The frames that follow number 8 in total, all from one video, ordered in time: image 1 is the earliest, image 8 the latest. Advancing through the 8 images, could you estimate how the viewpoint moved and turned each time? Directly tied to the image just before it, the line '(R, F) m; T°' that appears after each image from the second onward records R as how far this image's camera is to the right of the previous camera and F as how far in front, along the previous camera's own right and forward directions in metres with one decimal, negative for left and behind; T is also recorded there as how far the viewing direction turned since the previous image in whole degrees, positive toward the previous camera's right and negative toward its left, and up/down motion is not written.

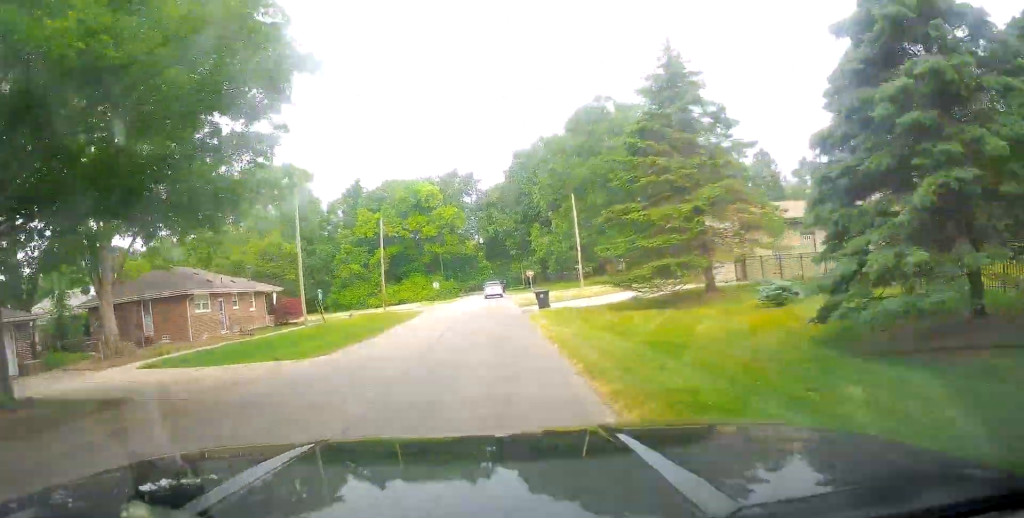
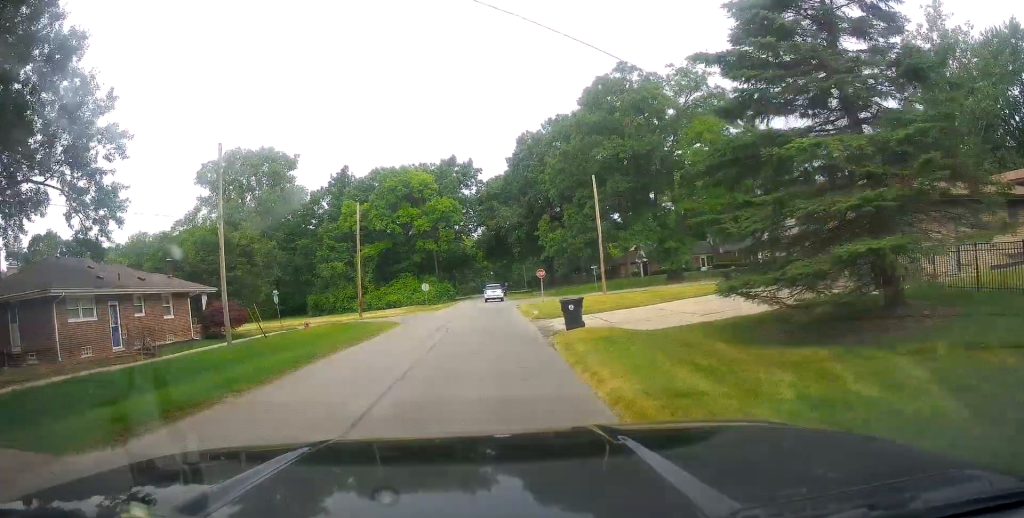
(-0.3, +11.8) m; 0°
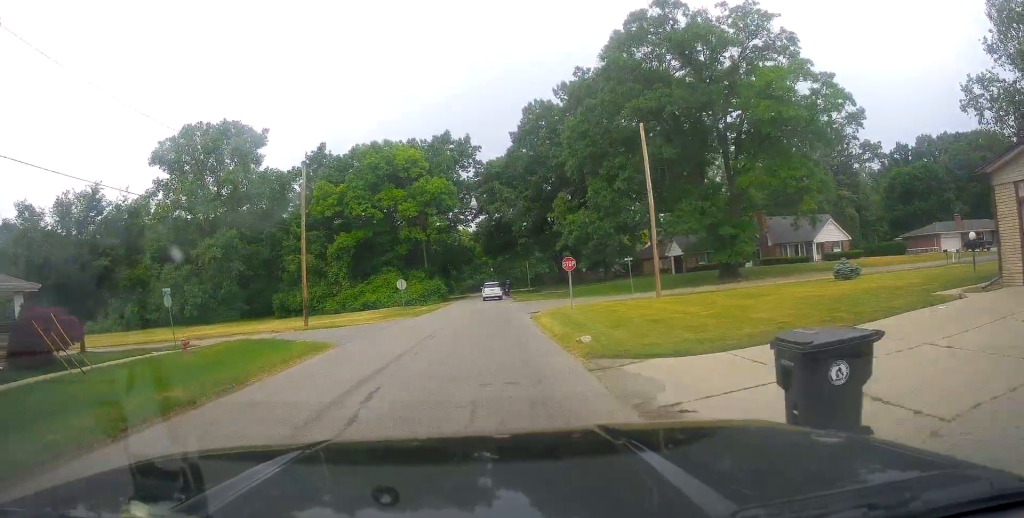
(+0.3, +16.0) m; 0°
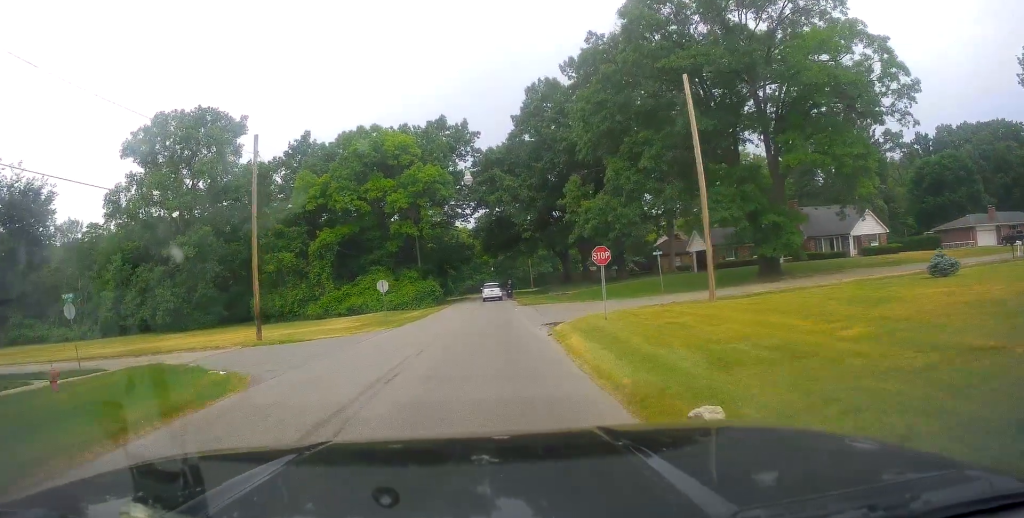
(-0.4, +8.9) m; 0°
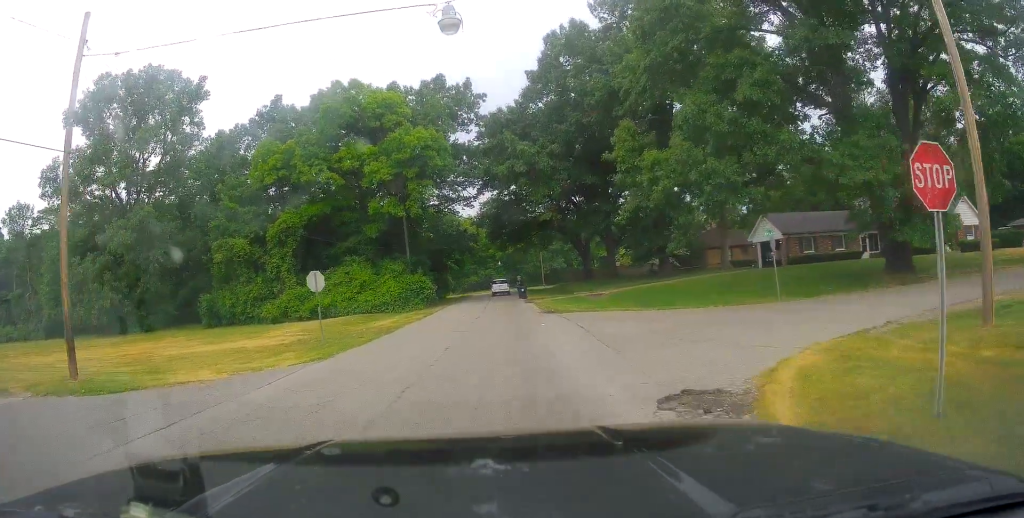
(-0.4, +18.0) m; -6°
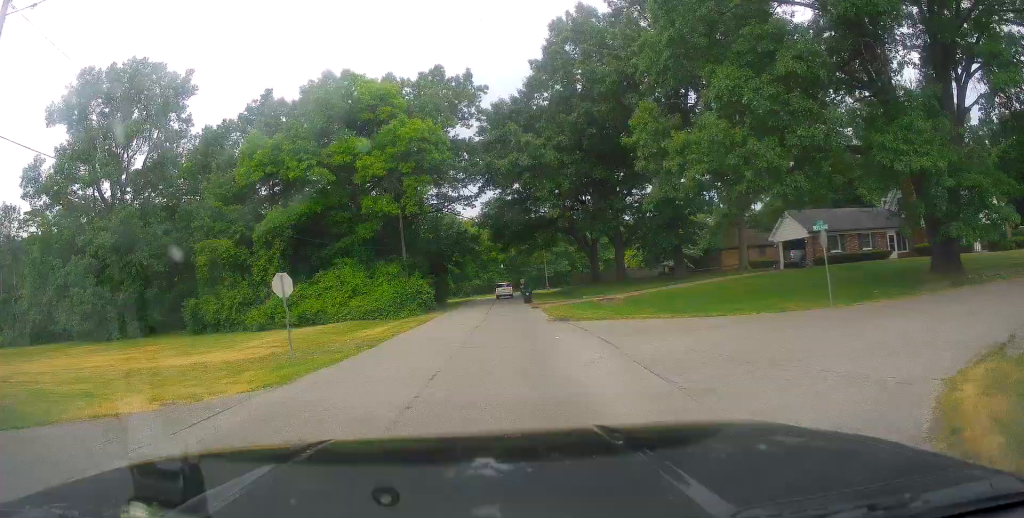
(-0.1, +4.5) m; -3°
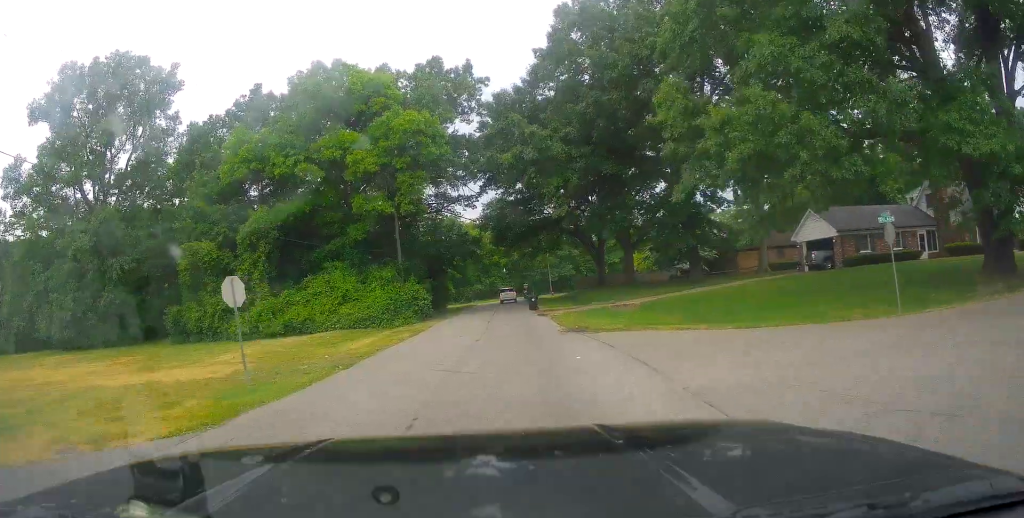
(0.0, +4.4) m; -2°
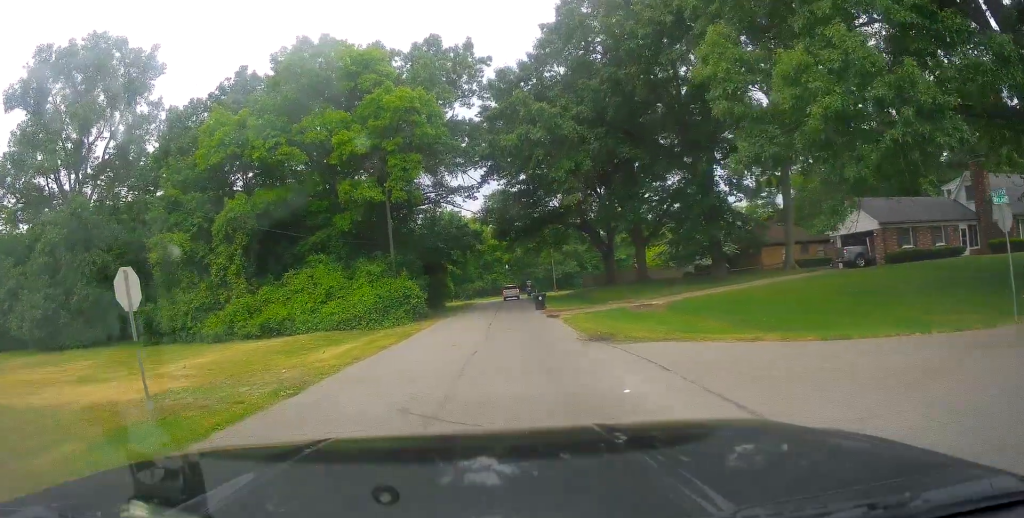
(-0.3, +4.6) m; +1°
